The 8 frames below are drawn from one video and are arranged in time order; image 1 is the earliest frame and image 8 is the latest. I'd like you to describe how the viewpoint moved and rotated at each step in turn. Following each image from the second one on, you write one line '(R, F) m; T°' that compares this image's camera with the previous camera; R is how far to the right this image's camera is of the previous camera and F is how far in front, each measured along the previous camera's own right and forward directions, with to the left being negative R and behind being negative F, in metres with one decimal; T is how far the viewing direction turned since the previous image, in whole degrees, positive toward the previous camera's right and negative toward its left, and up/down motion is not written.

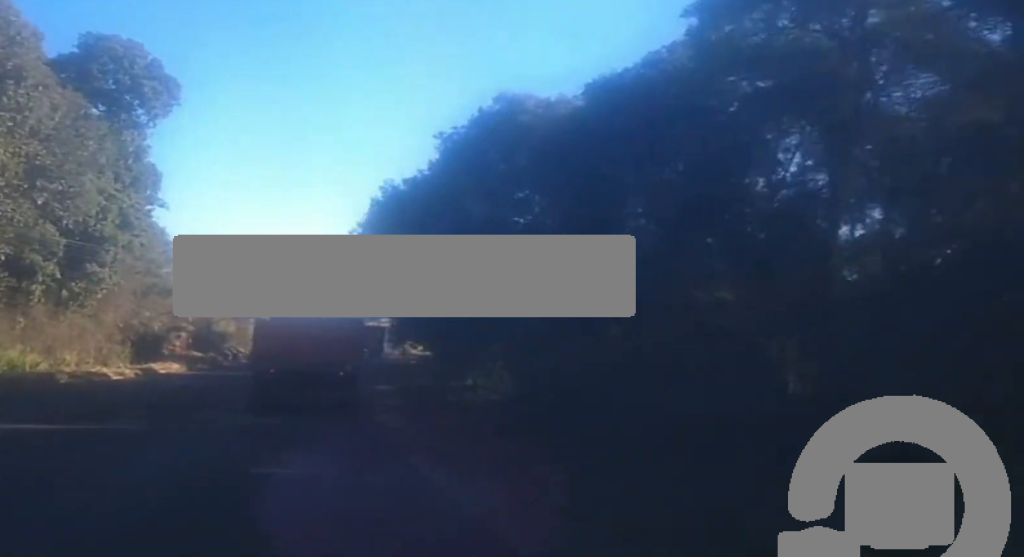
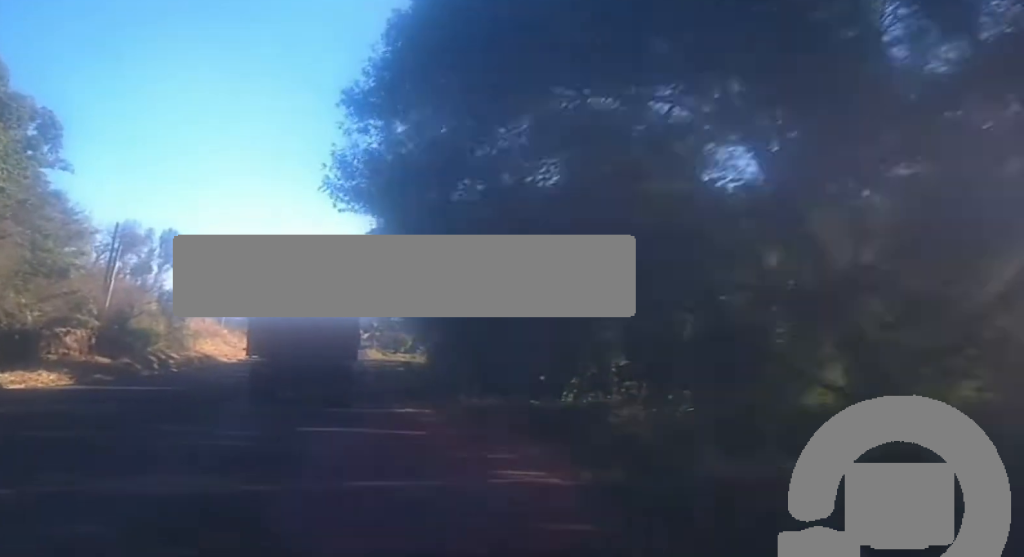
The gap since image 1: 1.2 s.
(0.0, +22.3) m; +2°
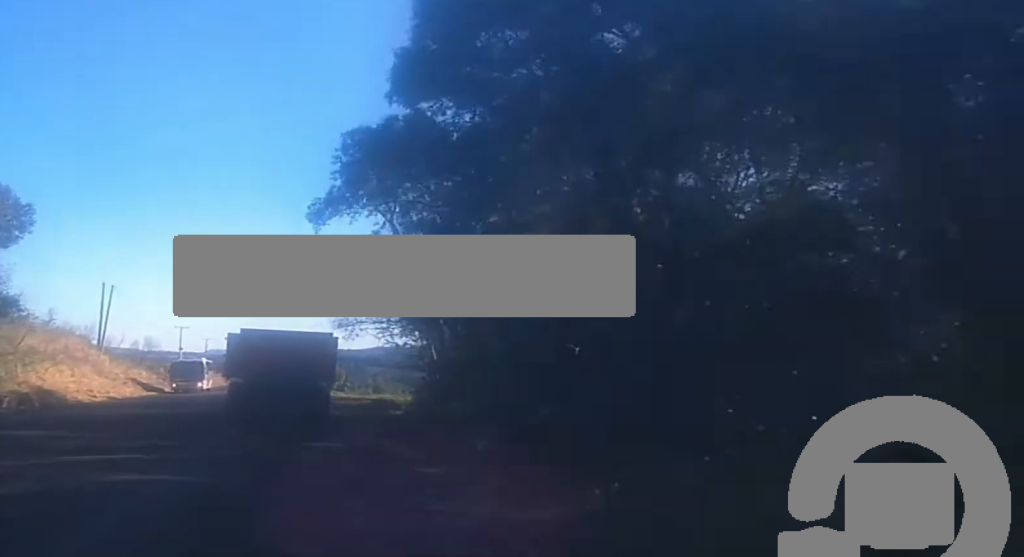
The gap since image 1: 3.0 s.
(+2.1, +34.7) m; +4°
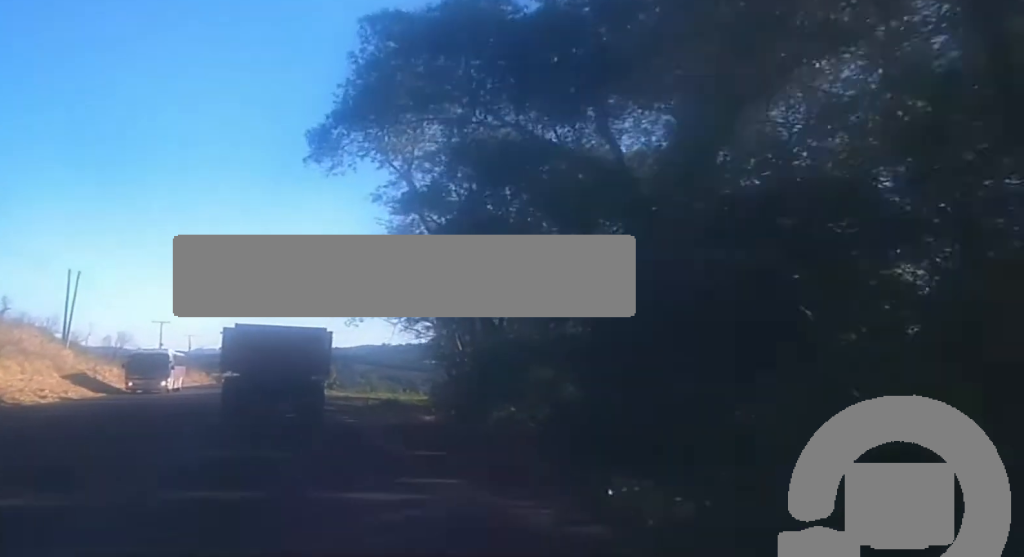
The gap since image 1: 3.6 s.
(-0.5, +10.3) m; -1°
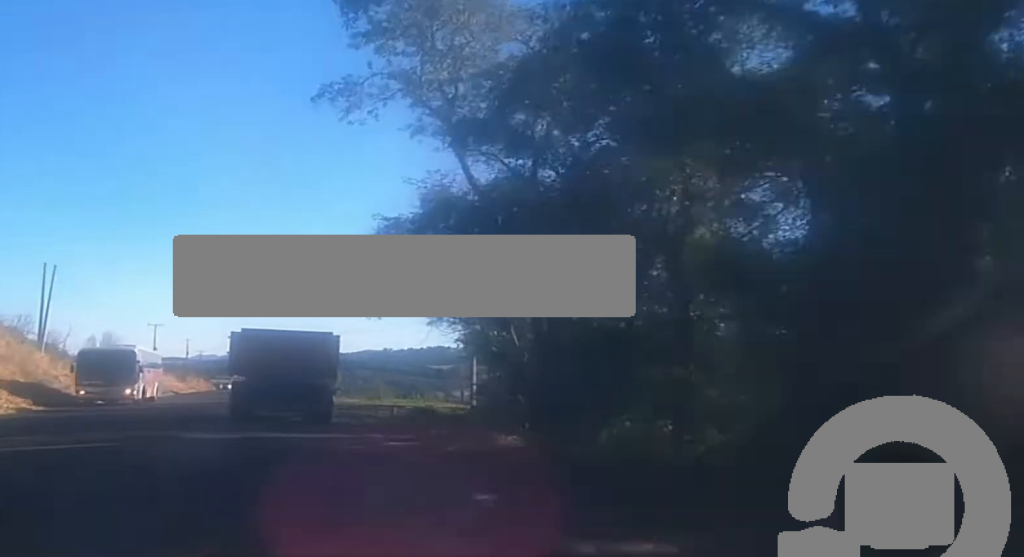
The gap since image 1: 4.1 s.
(-0.1, +9.7) m; 0°
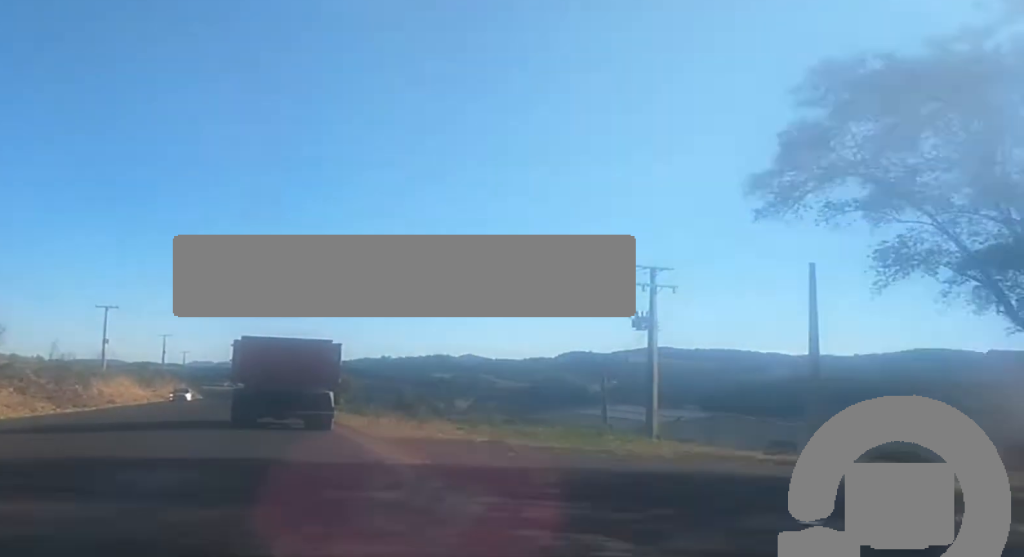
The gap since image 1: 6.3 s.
(+2.3, +43.0) m; +3°
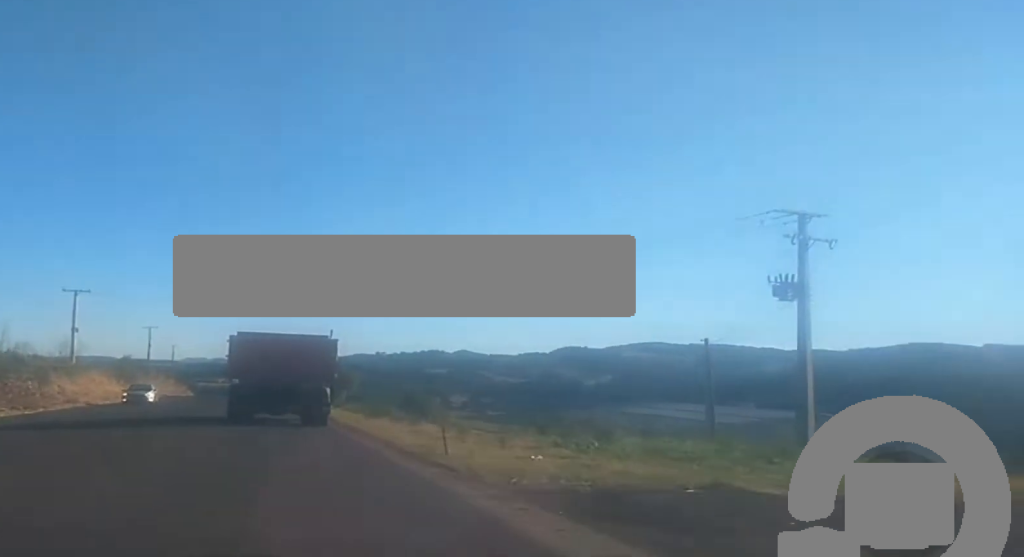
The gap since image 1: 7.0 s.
(0.0, +13.7) m; -2°
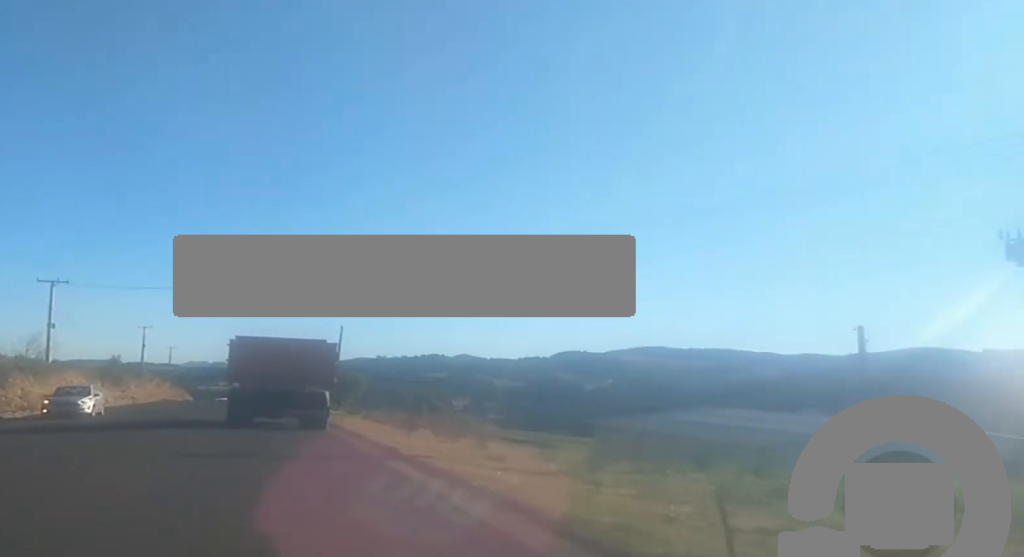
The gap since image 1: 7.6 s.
(-0.4, +10.5) m; -2°
